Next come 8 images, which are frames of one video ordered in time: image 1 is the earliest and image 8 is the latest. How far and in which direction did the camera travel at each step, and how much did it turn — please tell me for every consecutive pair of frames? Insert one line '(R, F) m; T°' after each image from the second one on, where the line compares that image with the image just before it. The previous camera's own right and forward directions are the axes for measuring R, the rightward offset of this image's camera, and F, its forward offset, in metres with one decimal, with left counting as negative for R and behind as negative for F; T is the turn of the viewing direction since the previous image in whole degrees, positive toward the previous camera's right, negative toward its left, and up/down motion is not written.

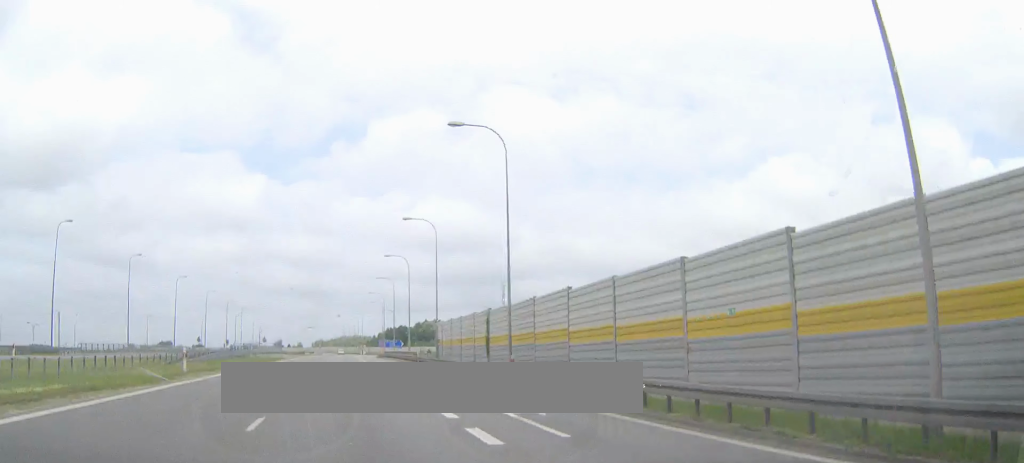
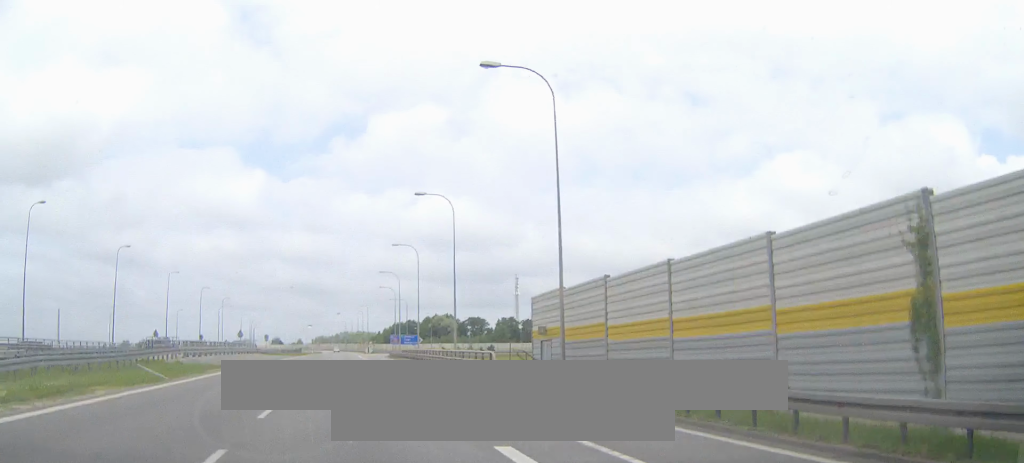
(+0.1, +33.9) m; 0°
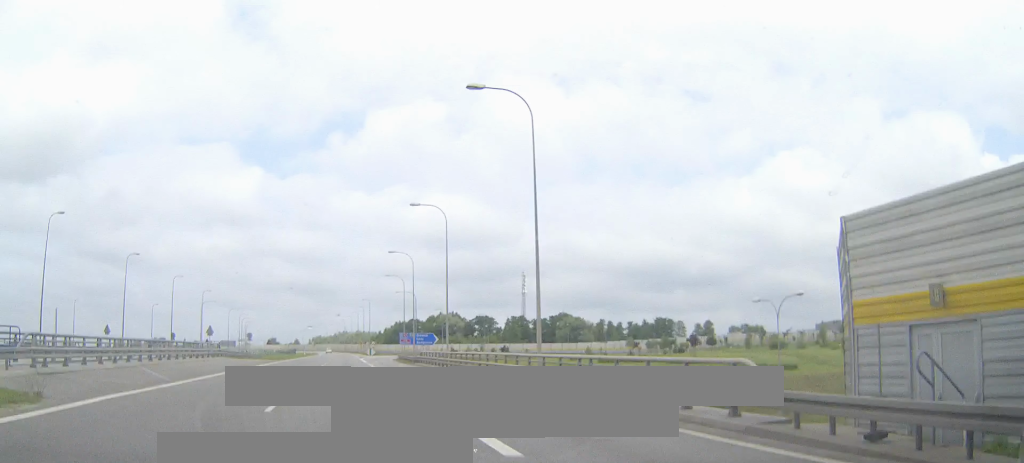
(-0.1, +23.2) m; 0°
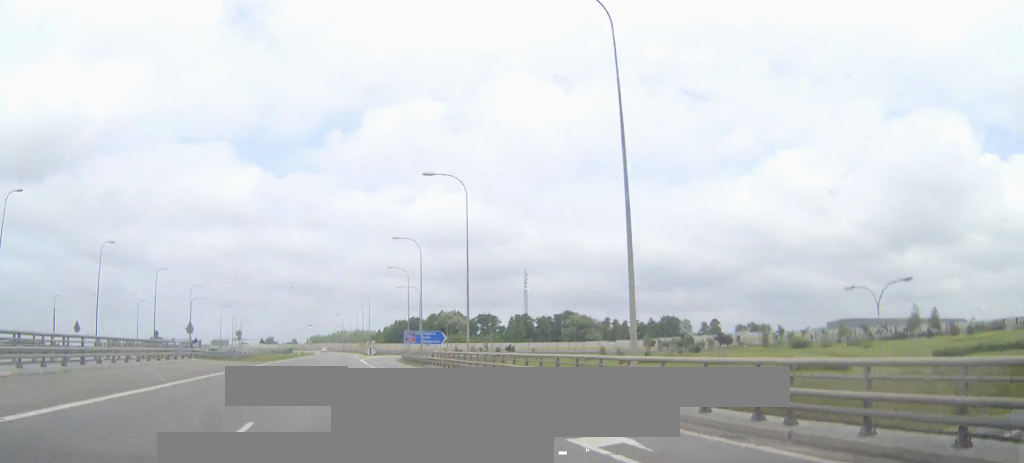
(0.0, +9.6) m; 0°
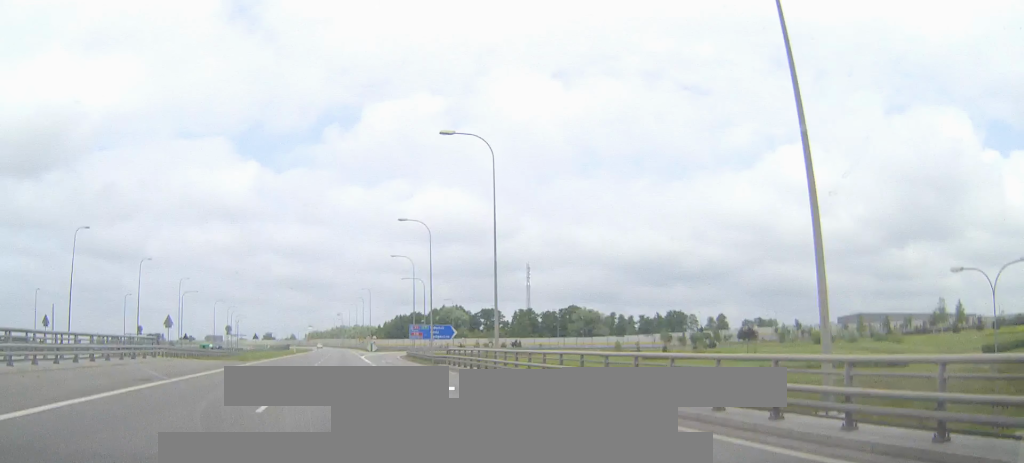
(0.0, +8.7) m; 0°
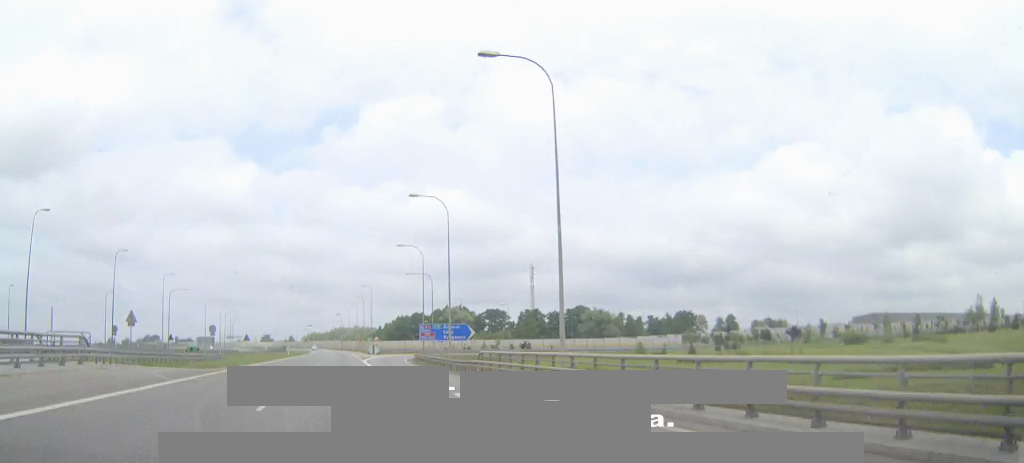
(0.0, +11.1) m; 0°
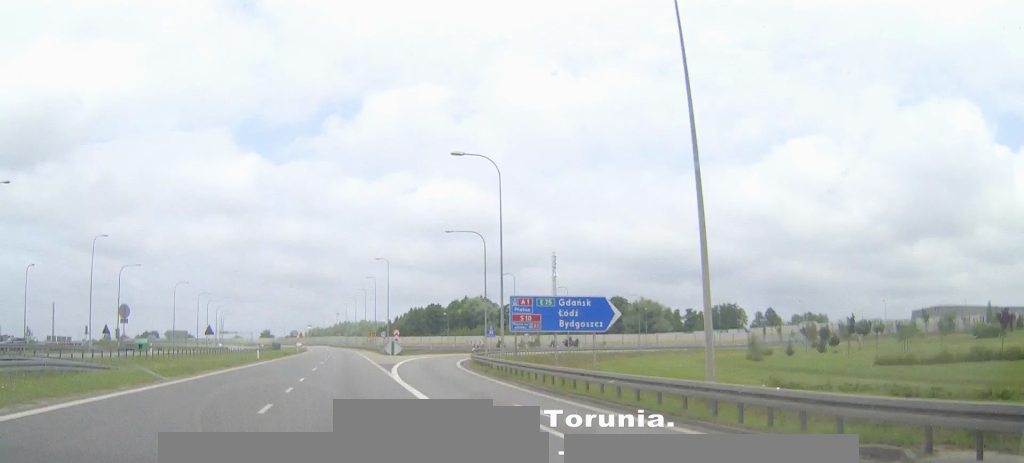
(0.0, +36.5) m; 0°
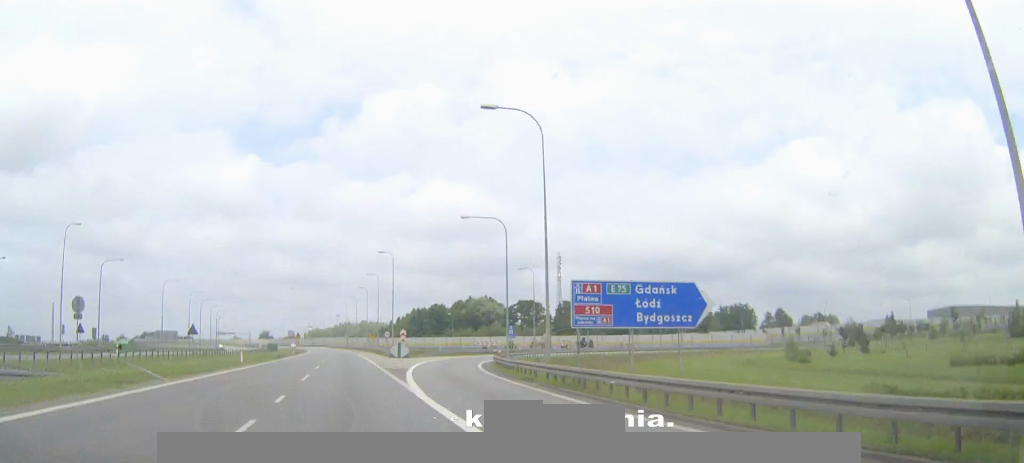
(0.0, +9.5) m; 0°
